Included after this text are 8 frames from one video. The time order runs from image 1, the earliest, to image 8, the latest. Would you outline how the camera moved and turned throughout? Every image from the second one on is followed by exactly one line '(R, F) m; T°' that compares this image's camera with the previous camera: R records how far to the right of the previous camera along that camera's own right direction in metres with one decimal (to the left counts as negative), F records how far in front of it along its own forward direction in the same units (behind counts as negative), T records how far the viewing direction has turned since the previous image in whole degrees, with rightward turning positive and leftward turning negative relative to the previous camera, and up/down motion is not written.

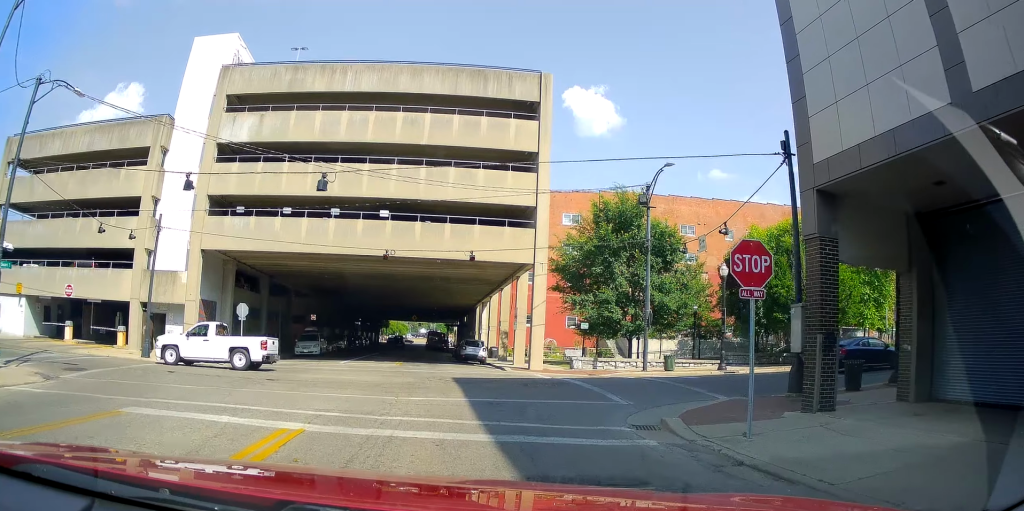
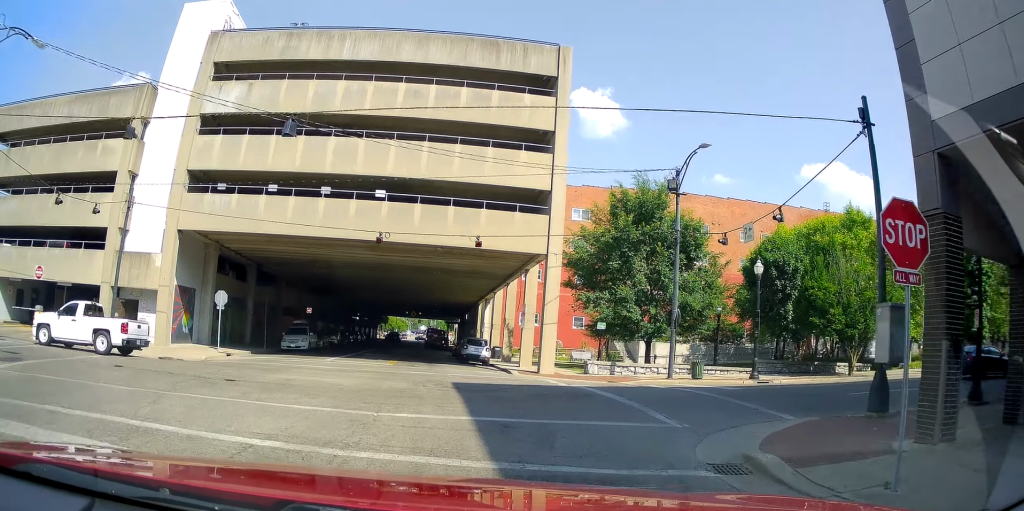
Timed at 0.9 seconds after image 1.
(0.0, +4.1) m; 0°
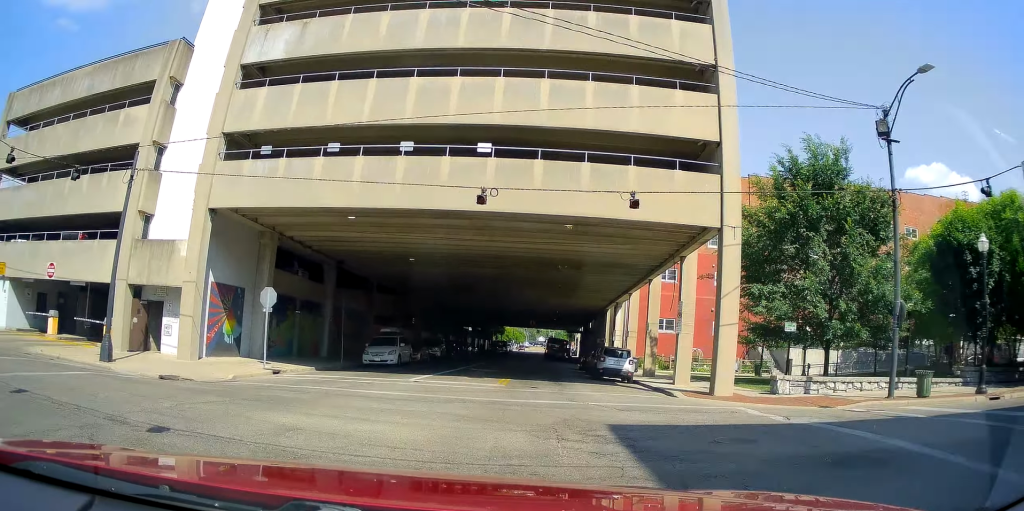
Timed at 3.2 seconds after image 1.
(-0.4, +9.7) m; -13°
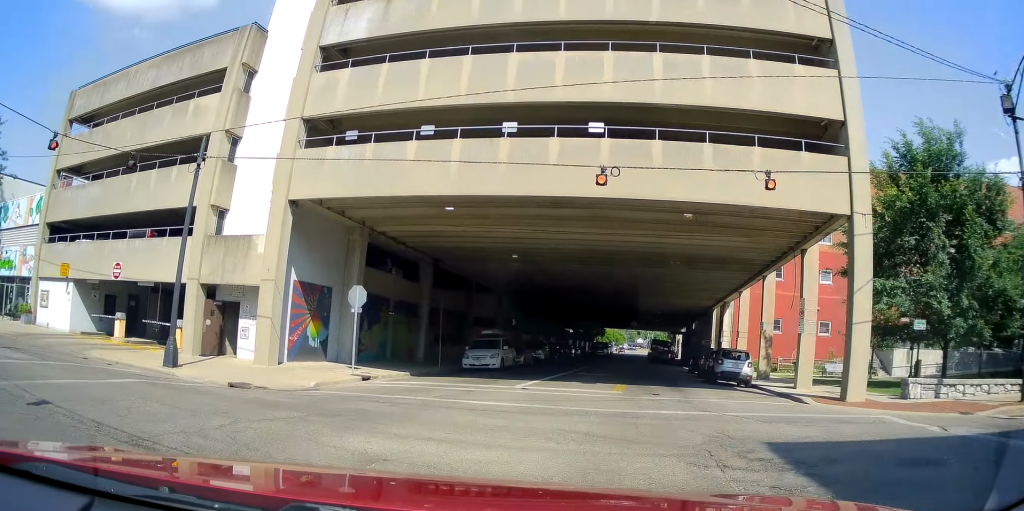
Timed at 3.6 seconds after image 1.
(-0.2, +2.1) m; -8°
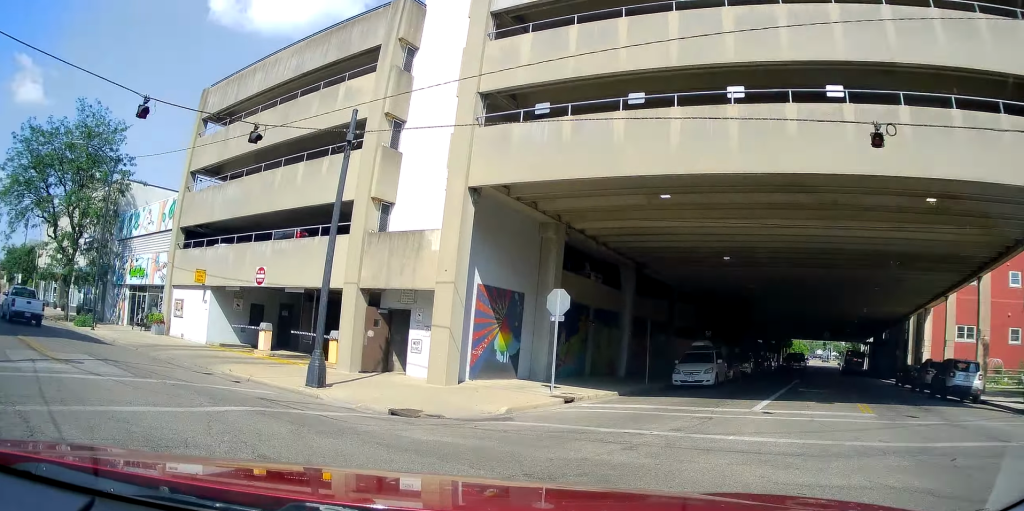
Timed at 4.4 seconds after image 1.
(-0.3, +3.6) m; -14°
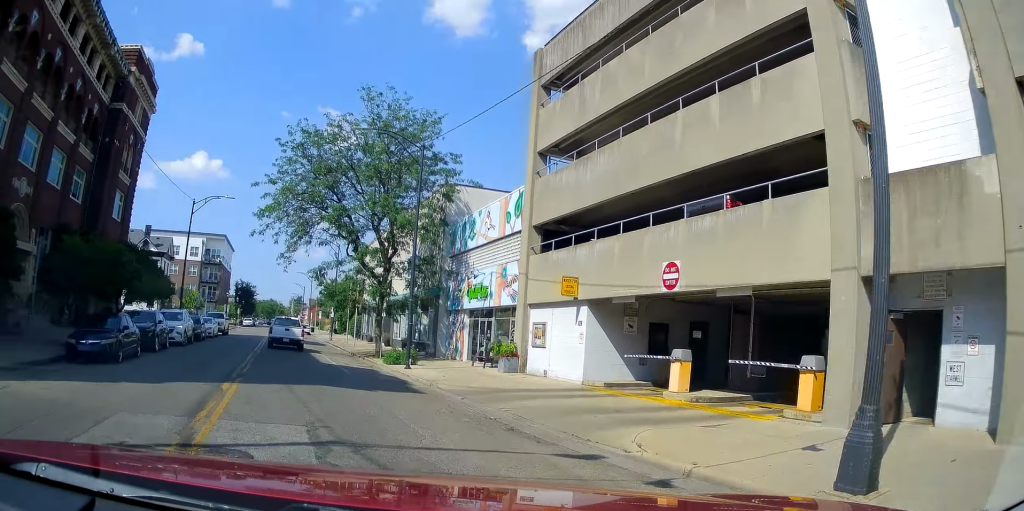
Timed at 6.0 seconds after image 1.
(-1.5, +8.6) m; -22°
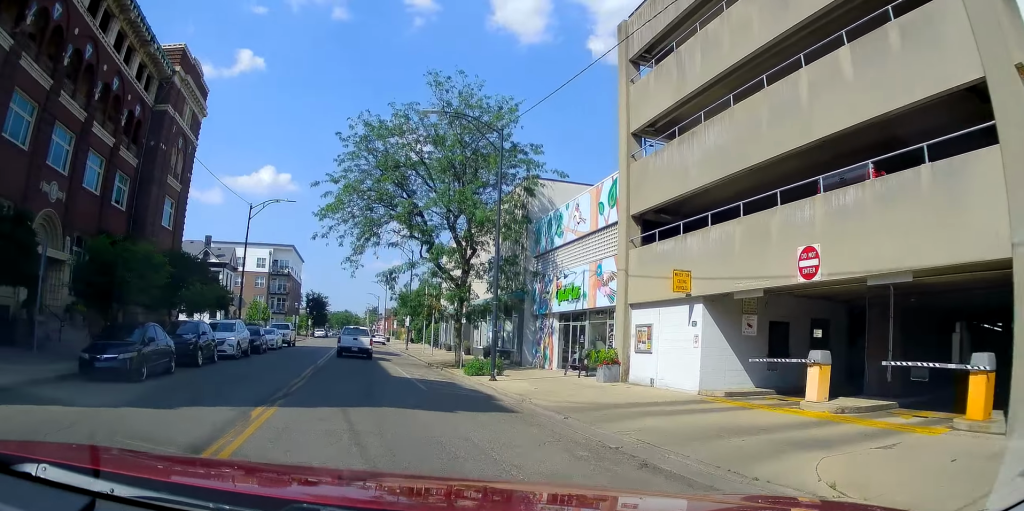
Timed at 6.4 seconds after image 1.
(-0.1, +2.7) m; -7°
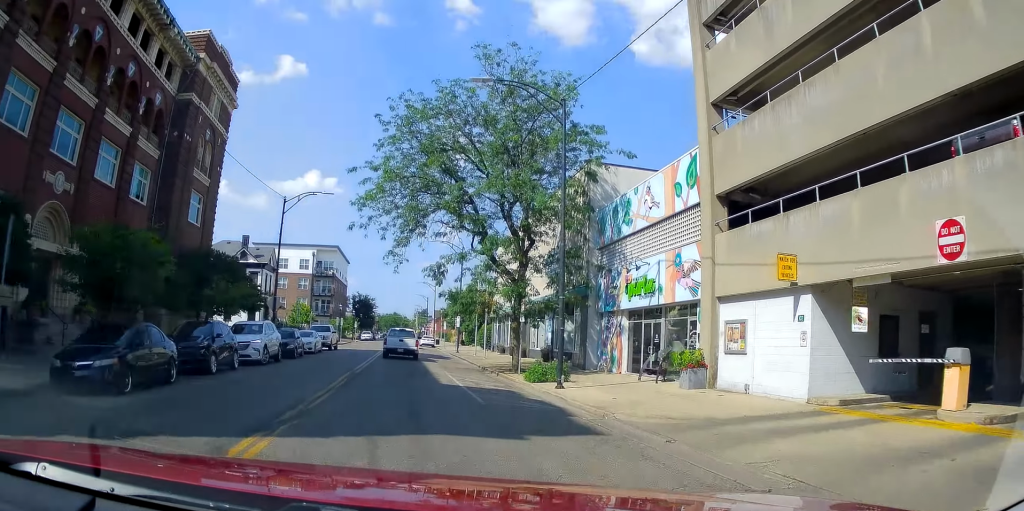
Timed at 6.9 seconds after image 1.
(-0.5, +2.8) m; -5°
